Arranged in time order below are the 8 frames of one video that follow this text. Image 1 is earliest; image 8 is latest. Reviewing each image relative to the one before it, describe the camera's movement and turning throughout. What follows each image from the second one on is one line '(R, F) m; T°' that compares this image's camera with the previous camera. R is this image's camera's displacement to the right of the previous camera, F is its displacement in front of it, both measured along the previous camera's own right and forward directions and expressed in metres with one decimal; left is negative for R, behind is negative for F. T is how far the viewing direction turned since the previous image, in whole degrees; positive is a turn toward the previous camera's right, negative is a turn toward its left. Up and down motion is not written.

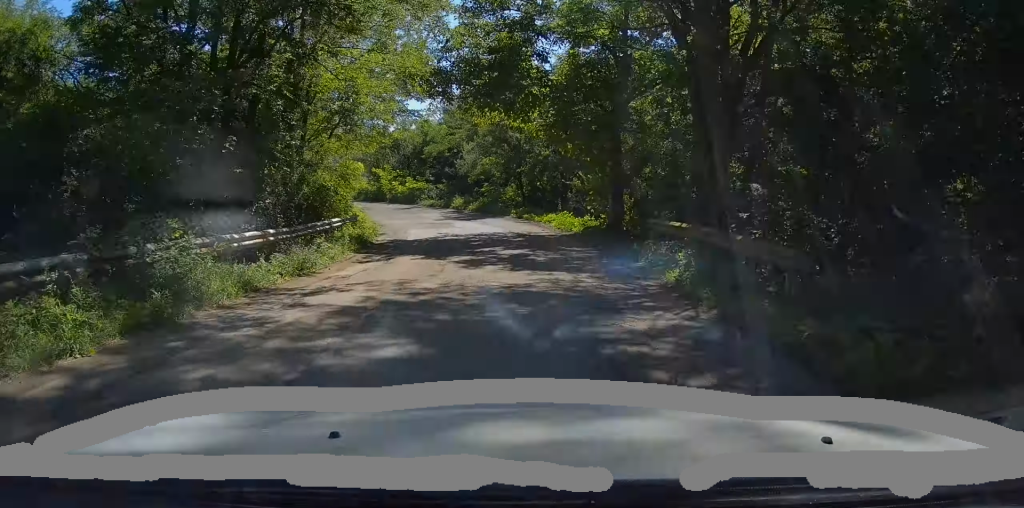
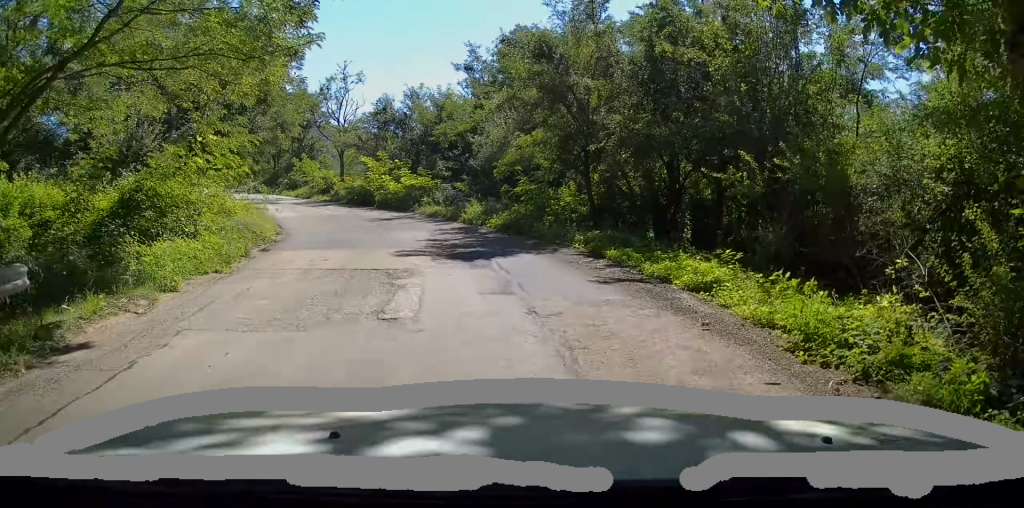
(-1.0, +16.9) m; -8°
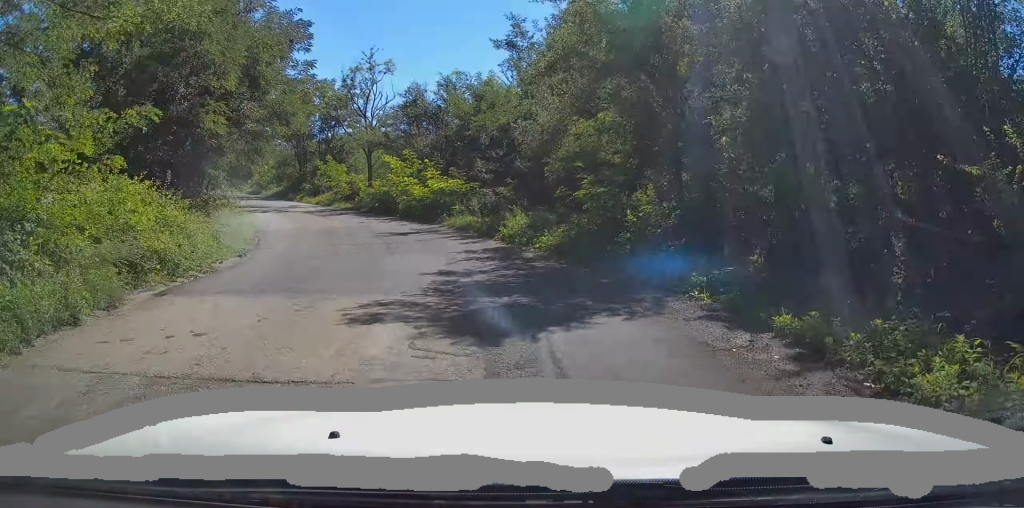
(+0.1, +6.2) m; -5°
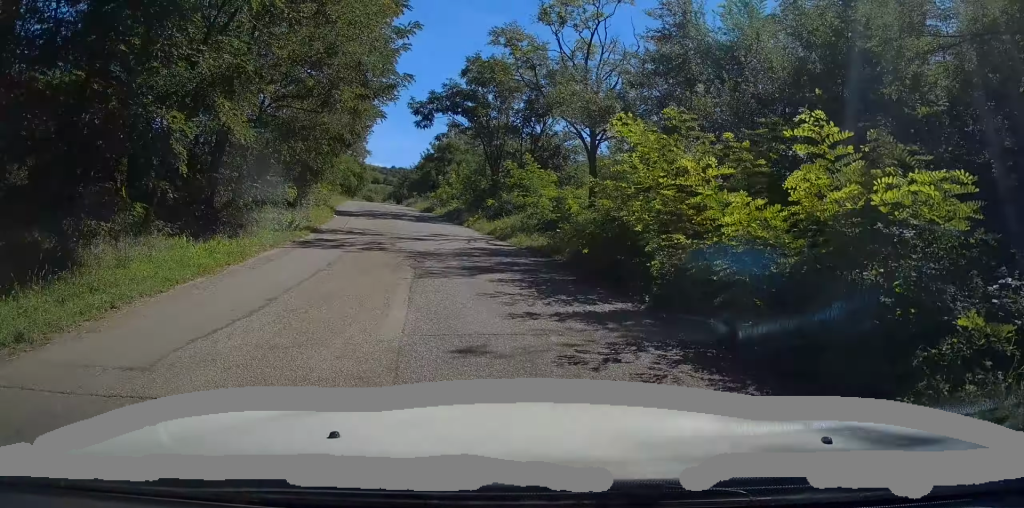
(-2.7, +18.0) m; -15°
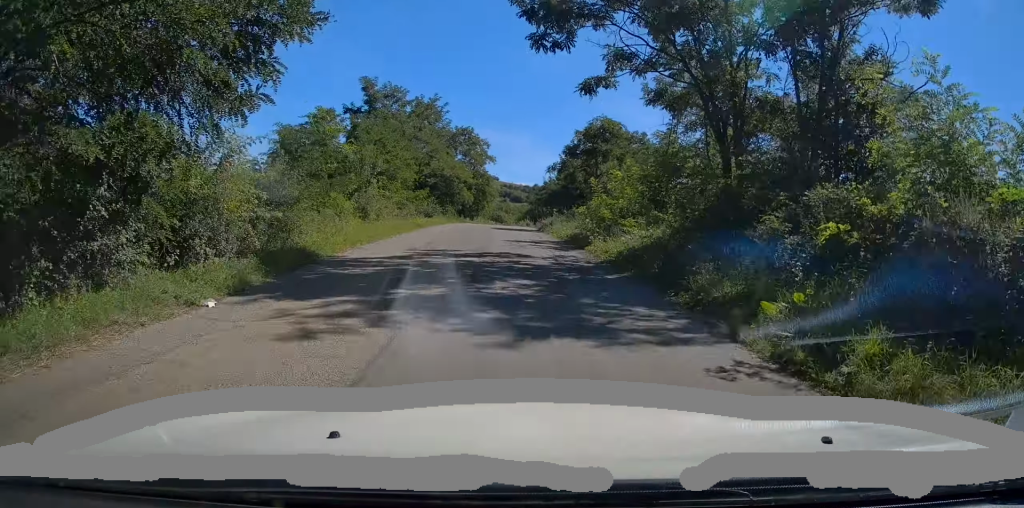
(-2.7, +20.1) m; -14°
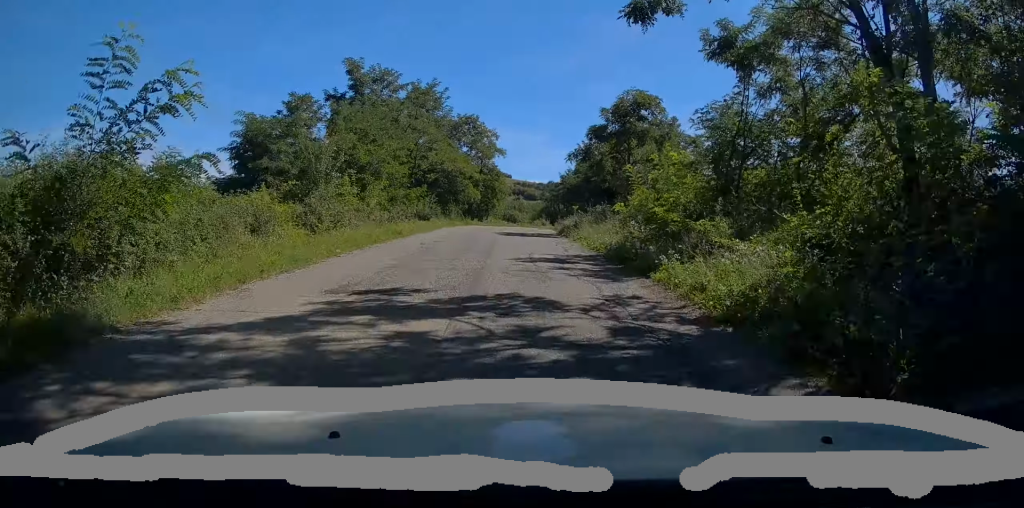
(-0.2, +7.0) m; -2°
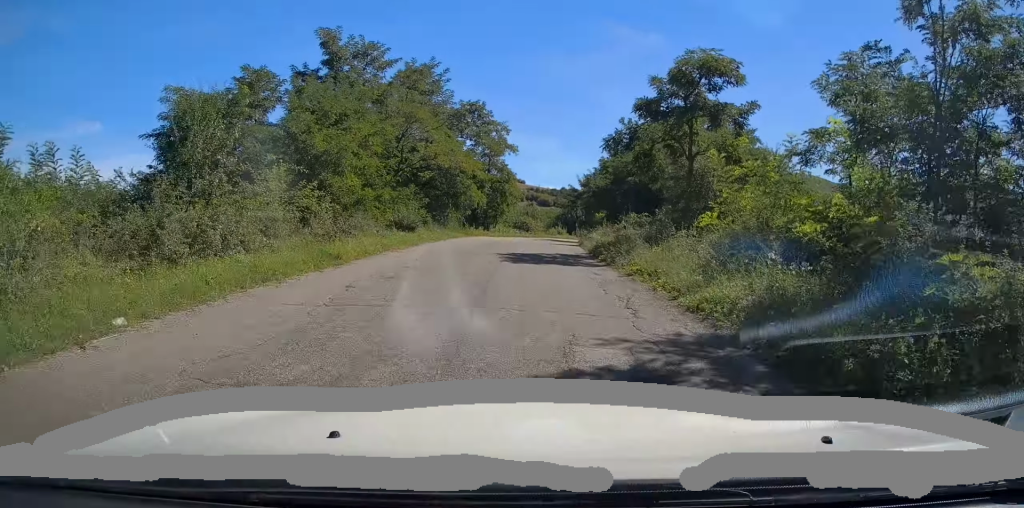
(-0.1, +8.5) m; -2°
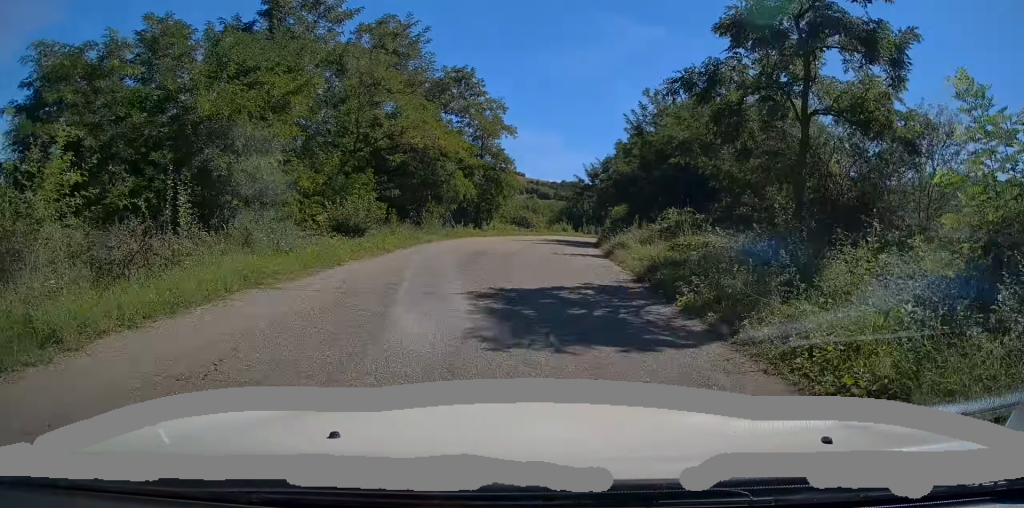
(-0.2, +8.4) m; 0°
